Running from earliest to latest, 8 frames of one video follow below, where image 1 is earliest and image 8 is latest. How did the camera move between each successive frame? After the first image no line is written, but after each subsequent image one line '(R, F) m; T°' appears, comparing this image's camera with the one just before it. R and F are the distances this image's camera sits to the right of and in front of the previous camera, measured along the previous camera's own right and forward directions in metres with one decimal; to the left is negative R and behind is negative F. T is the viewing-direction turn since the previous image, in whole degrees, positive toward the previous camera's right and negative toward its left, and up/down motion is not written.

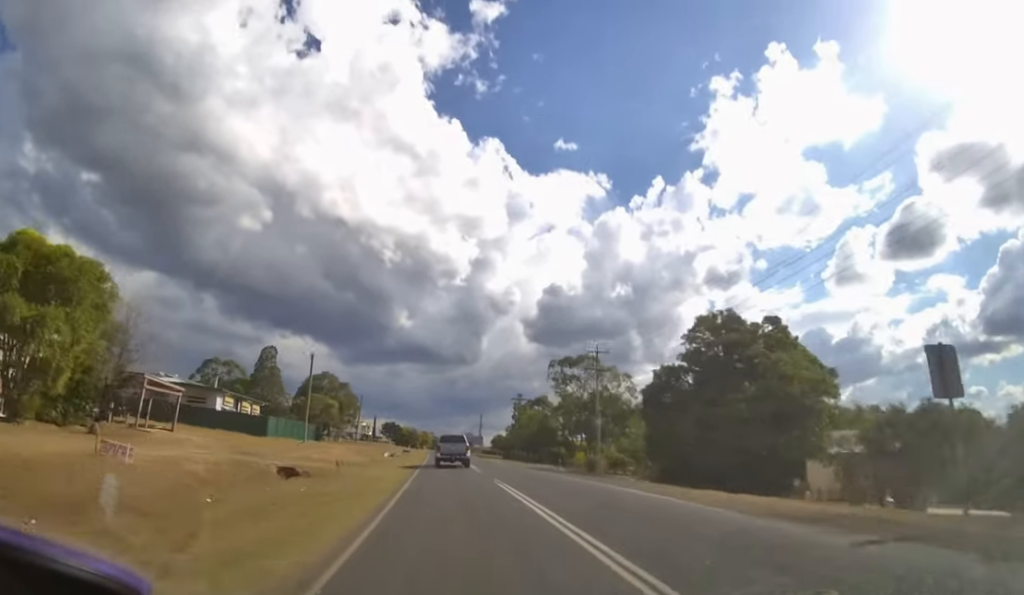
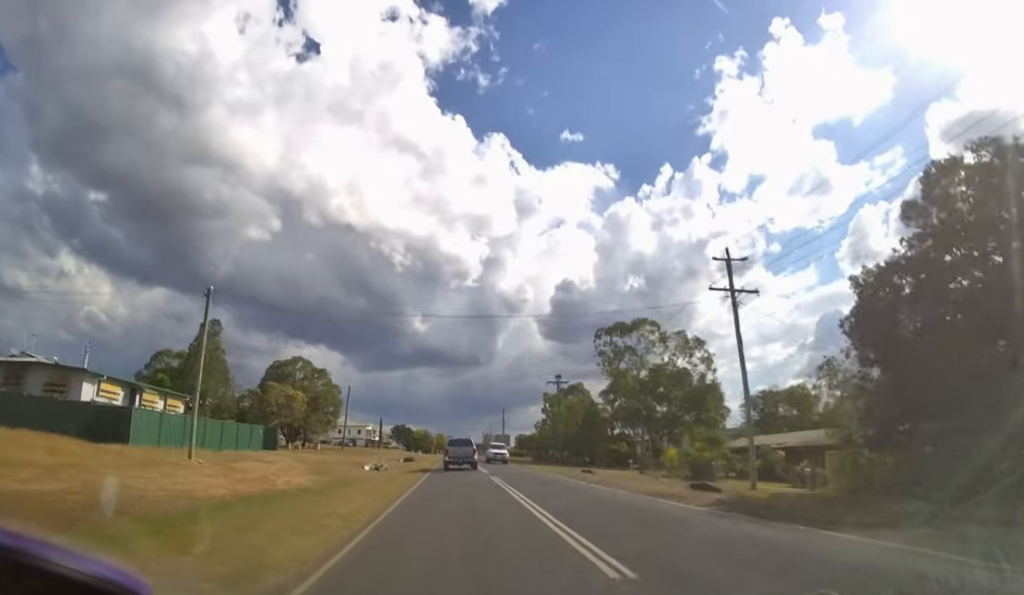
(-0.5, +19.9) m; -2°
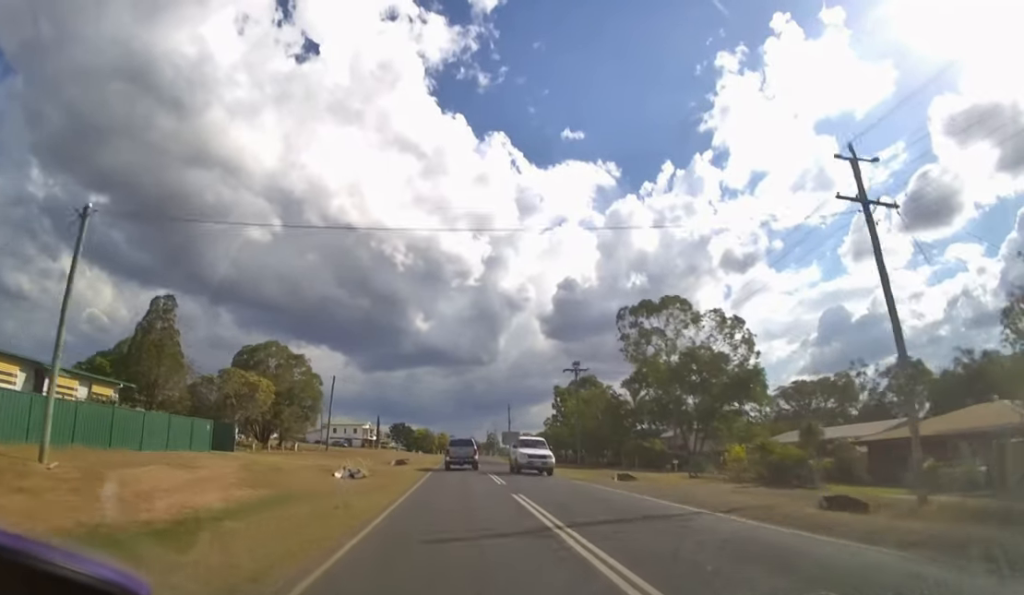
(-0.1, +8.2) m; -1°
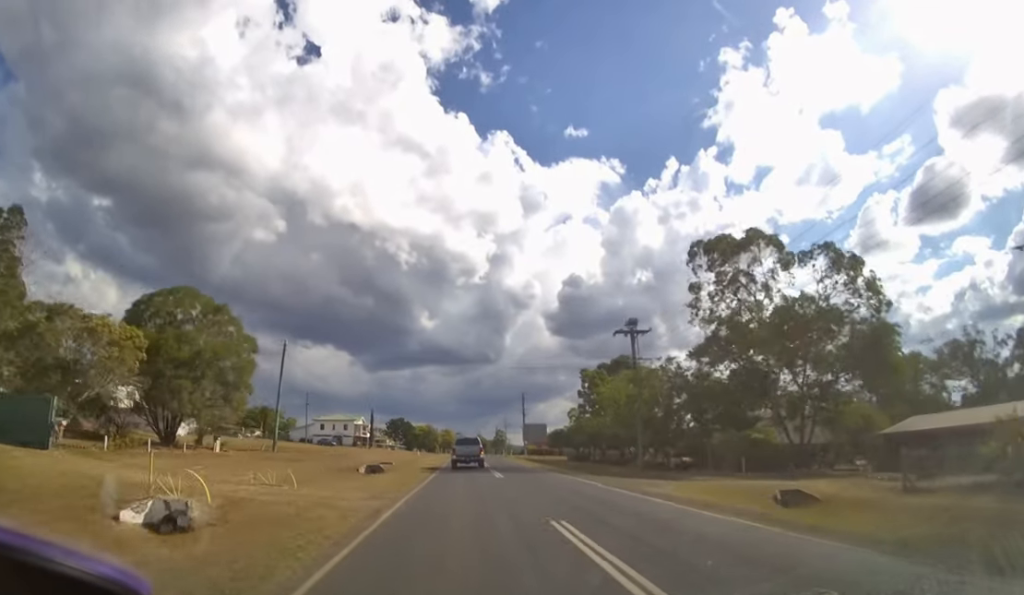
(-0.1, +14.9) m; -1°
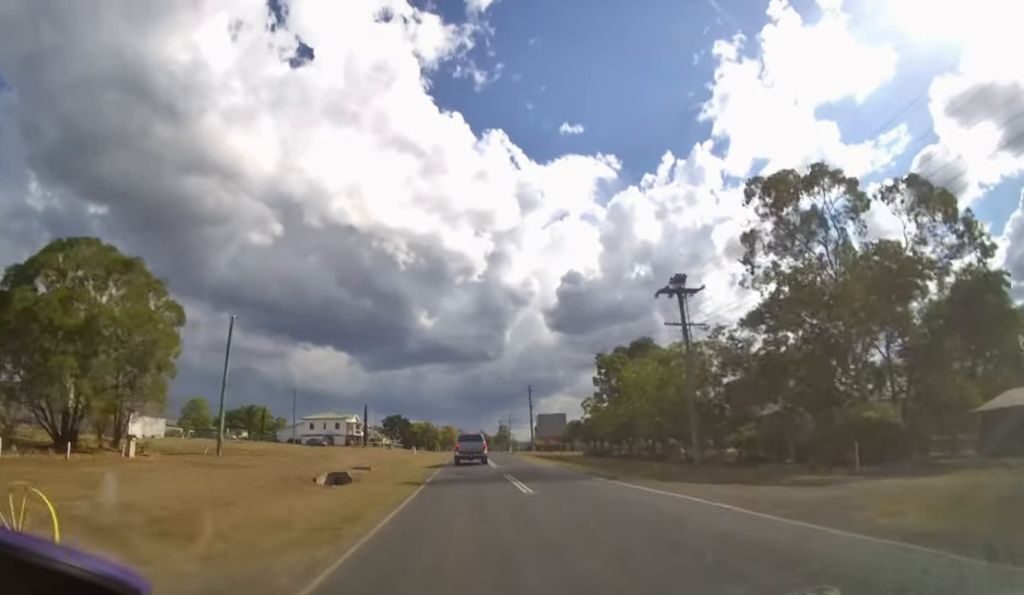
(0.0, +7.3) m; 0°
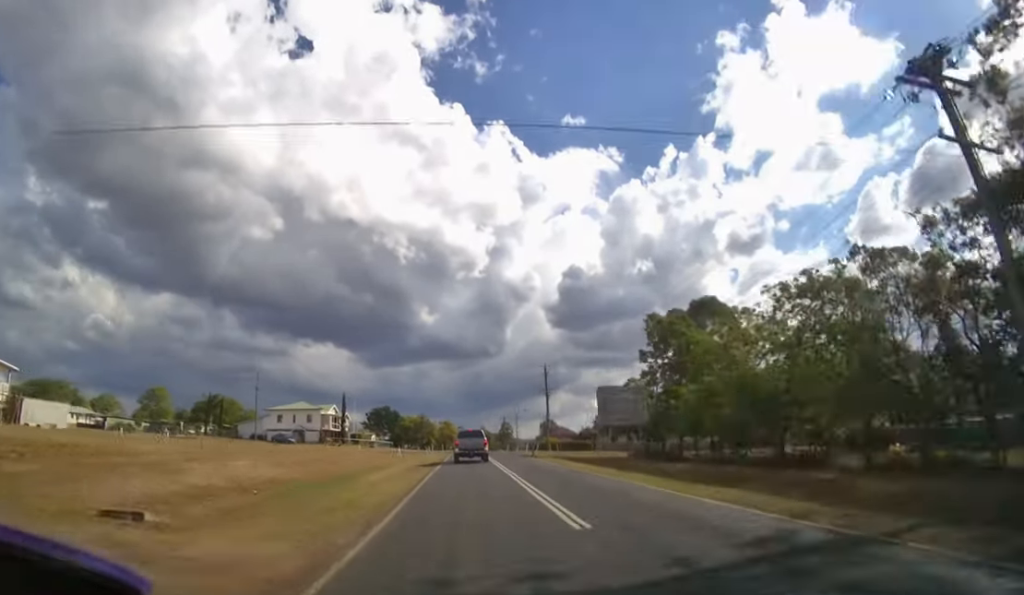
(0.0, +15.5) m; 0°
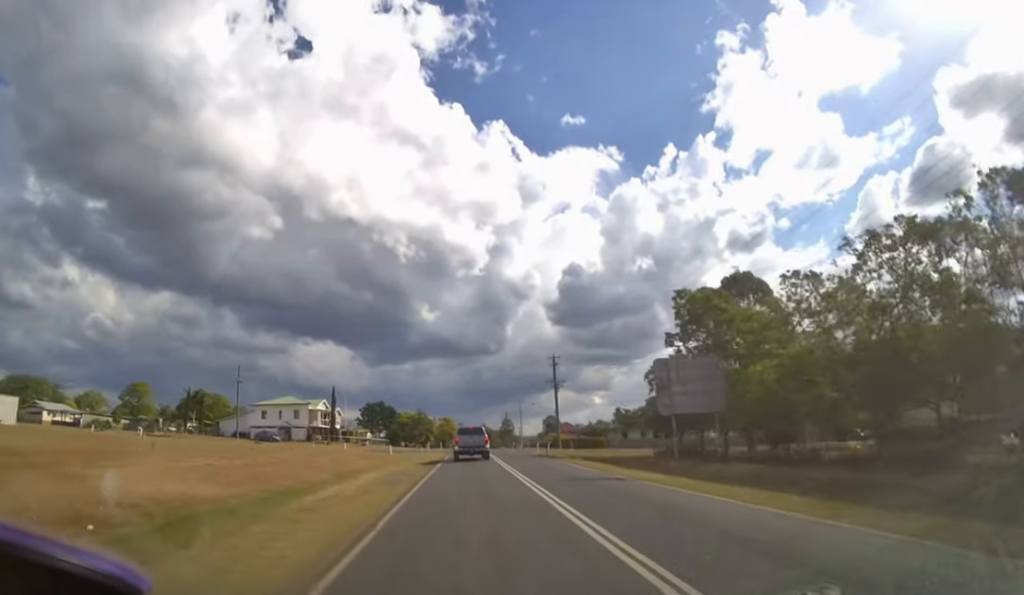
(0.0, +7.0) m; 0°
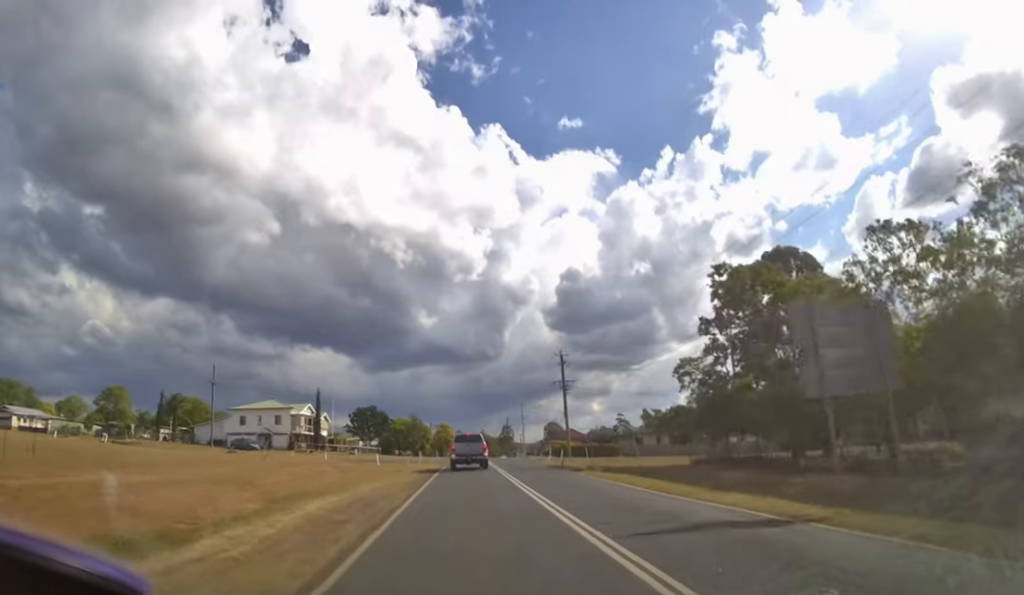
(0.0, +6.9) m; 0°
